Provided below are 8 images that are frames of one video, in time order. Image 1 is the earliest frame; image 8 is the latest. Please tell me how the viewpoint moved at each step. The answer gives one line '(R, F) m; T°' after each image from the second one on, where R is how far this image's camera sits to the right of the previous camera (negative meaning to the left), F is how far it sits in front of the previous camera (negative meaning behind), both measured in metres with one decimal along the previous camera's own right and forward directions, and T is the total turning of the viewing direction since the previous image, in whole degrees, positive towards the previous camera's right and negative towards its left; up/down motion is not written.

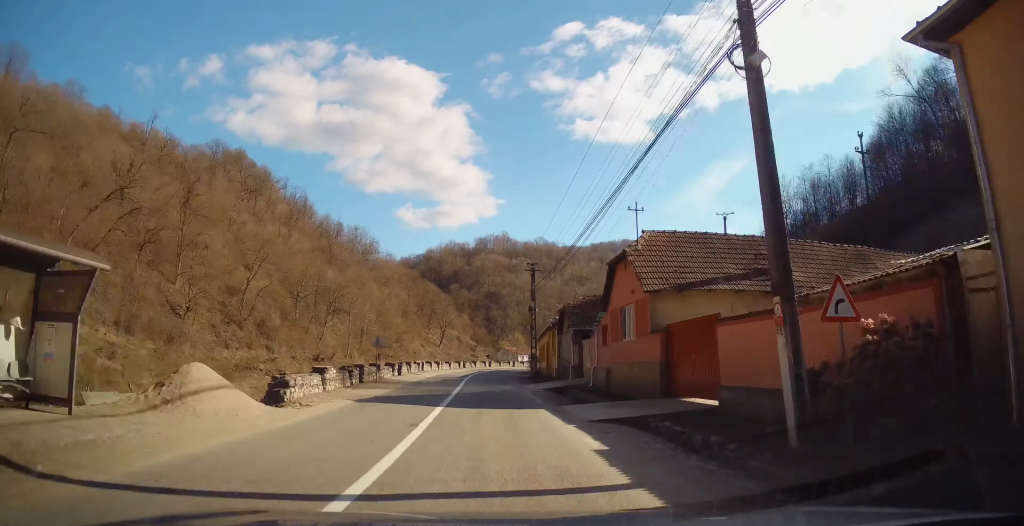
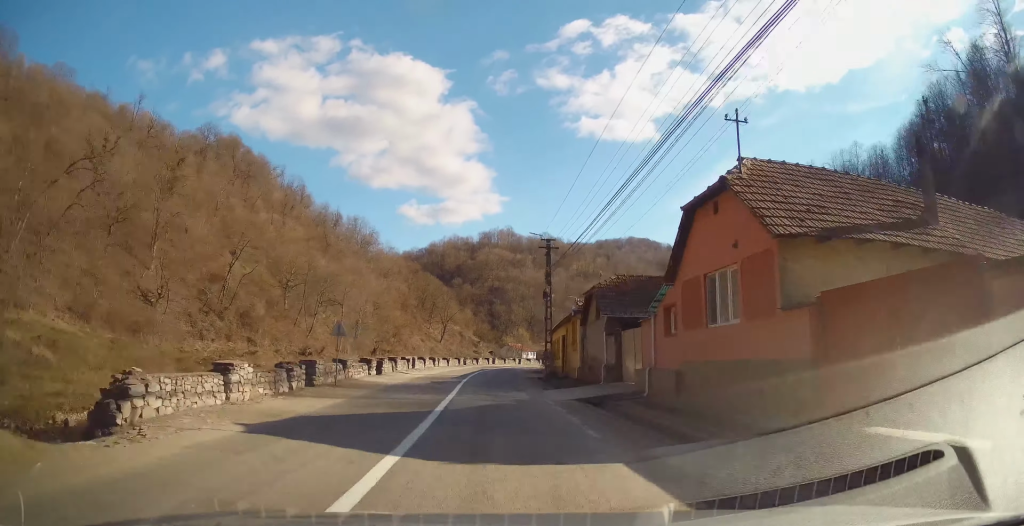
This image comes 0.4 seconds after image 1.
(-0.3, +7.6) m; 0°
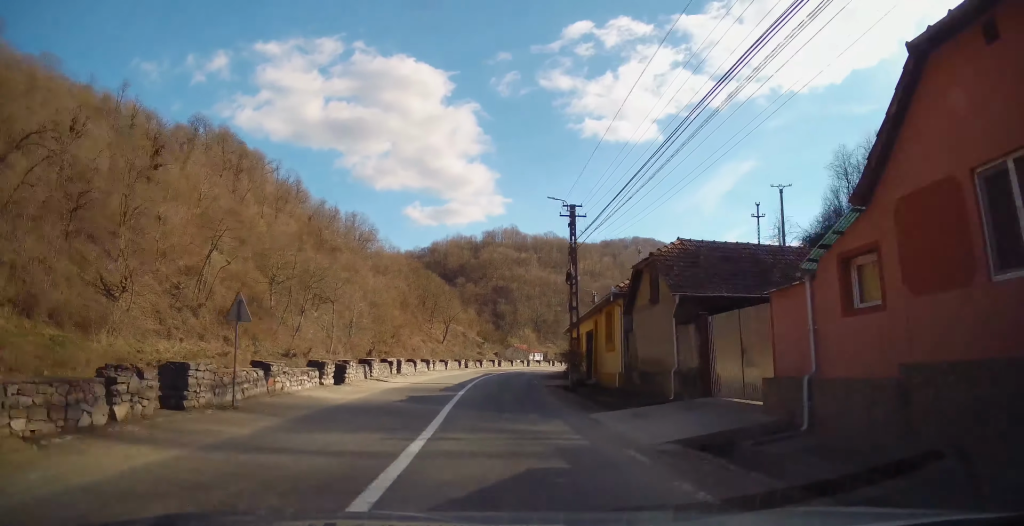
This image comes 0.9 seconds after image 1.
(0.0, +8.1) m; +1°
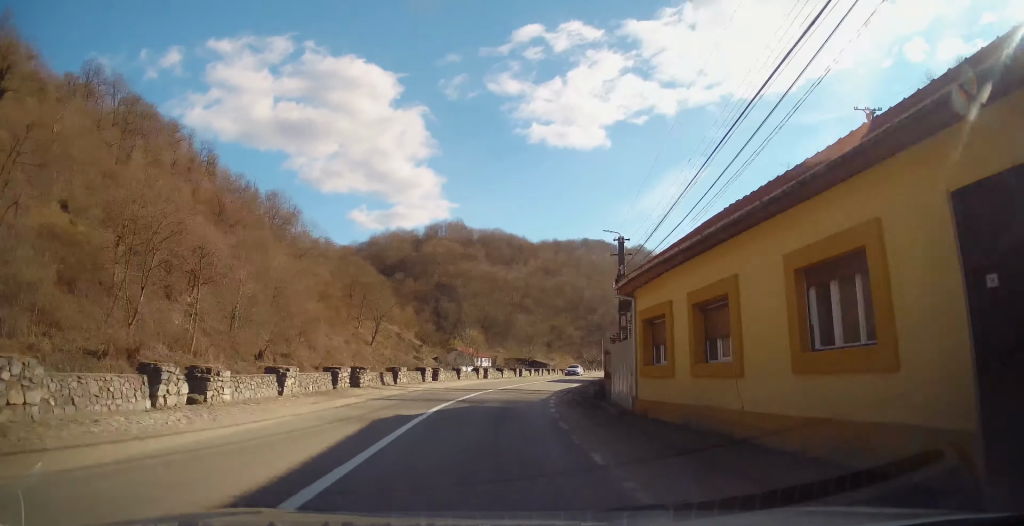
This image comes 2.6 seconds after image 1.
(+1.7, +28.7) m; +7°
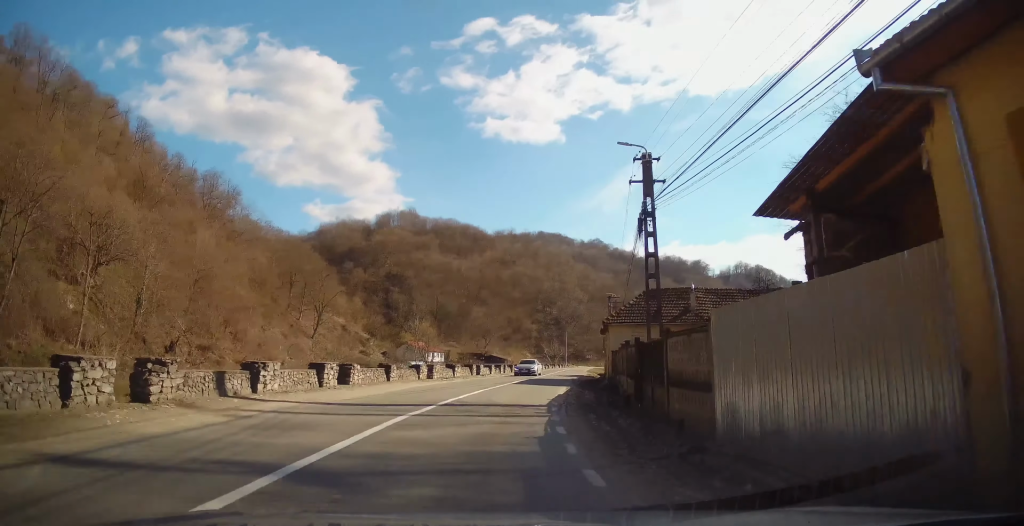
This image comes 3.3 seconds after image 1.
(+0.4, +12.1) m; +5°
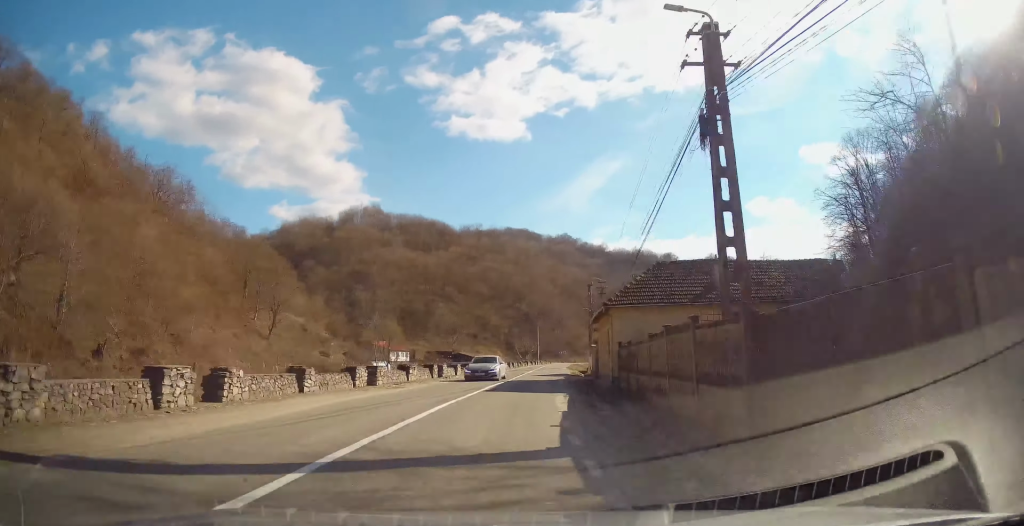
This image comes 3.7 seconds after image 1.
(0.0, +8.1) m; +3°
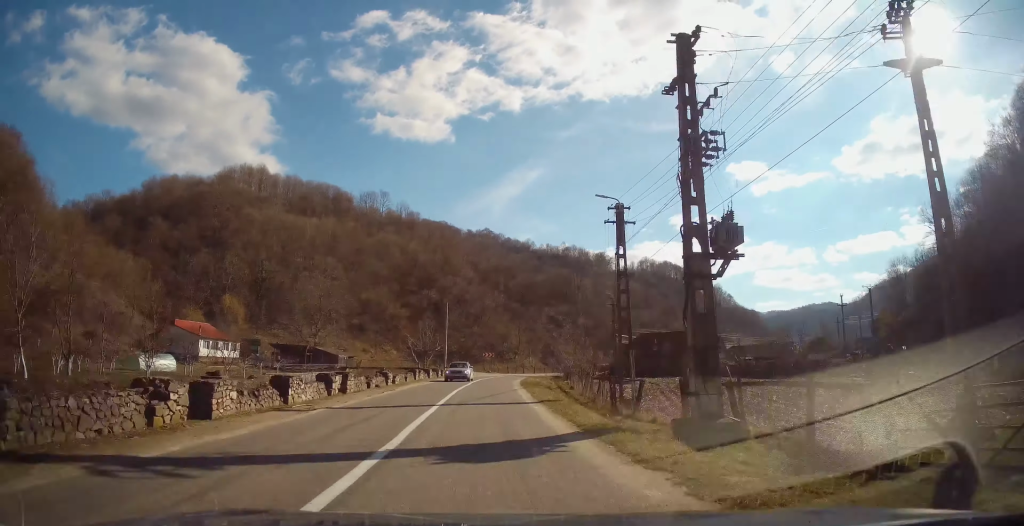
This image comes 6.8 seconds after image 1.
(+5.4, +54.0) m; +8°
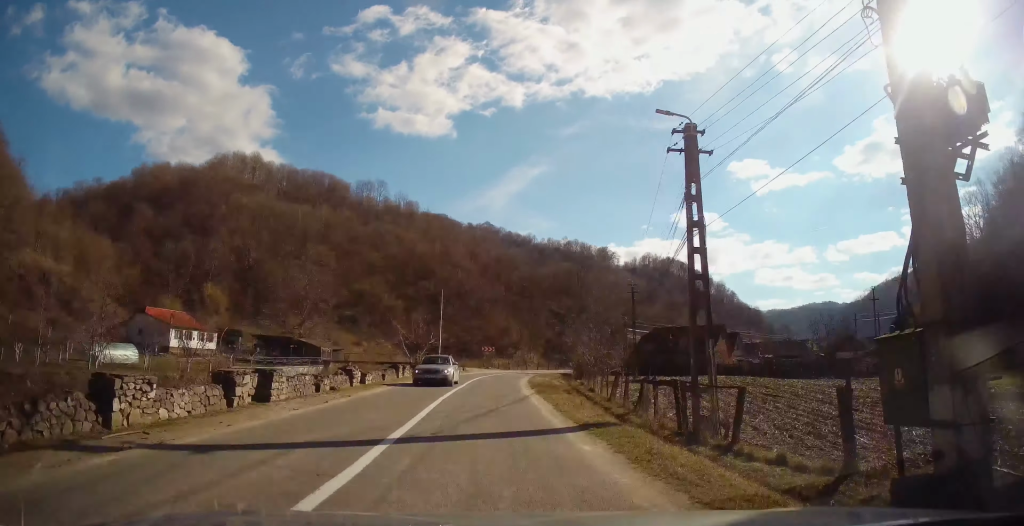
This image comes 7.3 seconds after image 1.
(-0.2, +7.5) m; 0°
